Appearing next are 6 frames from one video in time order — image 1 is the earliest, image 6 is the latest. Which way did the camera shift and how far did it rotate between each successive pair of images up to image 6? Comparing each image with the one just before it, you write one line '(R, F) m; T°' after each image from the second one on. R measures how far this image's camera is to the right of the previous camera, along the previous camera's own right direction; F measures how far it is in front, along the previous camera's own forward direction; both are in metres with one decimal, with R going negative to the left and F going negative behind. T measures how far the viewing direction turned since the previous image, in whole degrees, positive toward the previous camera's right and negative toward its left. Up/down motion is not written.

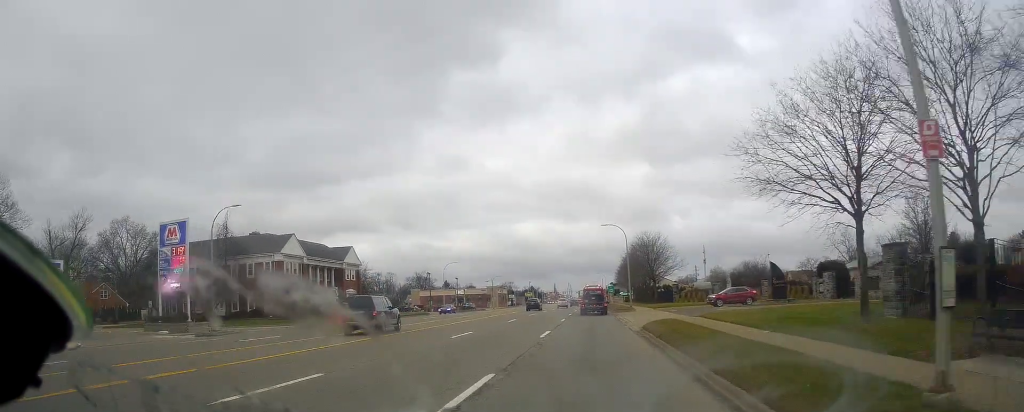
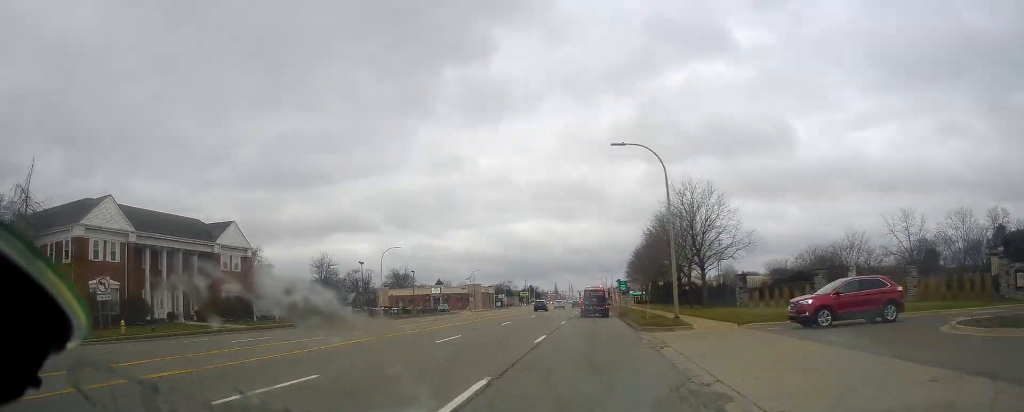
(0.0, +32.8) m; 0°
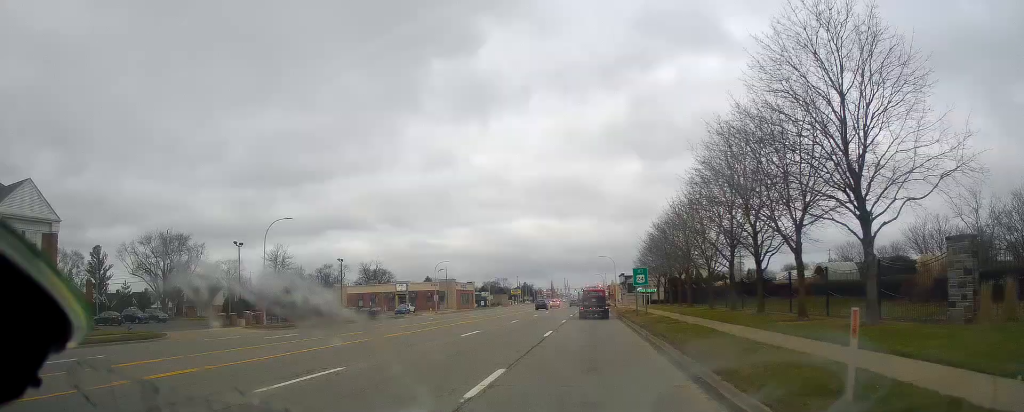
(0.0, +27.7) m; 0°
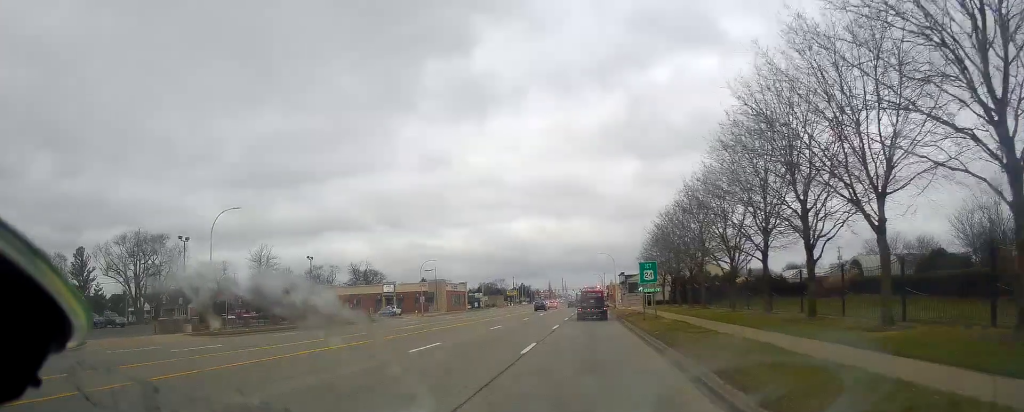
(0.0, +7.3) m; 0°
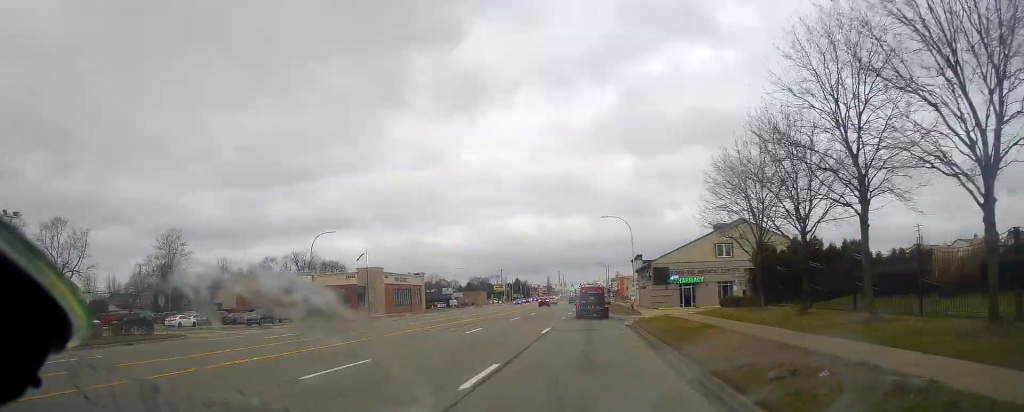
(0.0, +38.6) m; 0°
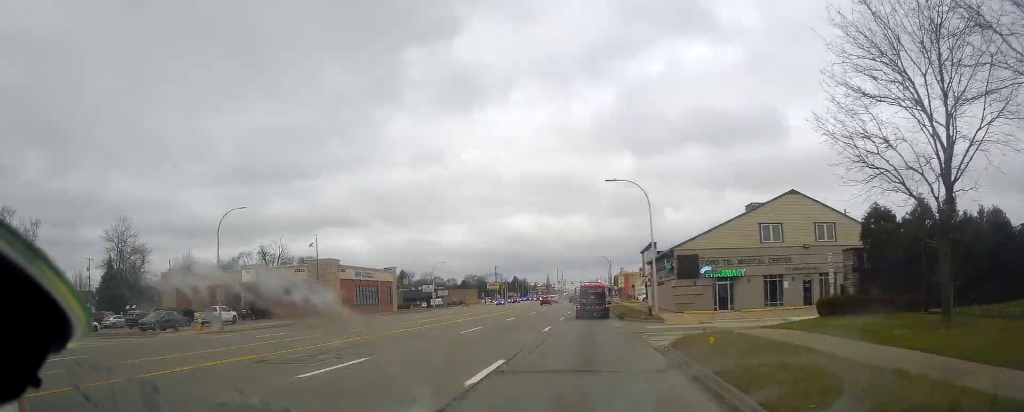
(0.0, +16.3) m; 0°
